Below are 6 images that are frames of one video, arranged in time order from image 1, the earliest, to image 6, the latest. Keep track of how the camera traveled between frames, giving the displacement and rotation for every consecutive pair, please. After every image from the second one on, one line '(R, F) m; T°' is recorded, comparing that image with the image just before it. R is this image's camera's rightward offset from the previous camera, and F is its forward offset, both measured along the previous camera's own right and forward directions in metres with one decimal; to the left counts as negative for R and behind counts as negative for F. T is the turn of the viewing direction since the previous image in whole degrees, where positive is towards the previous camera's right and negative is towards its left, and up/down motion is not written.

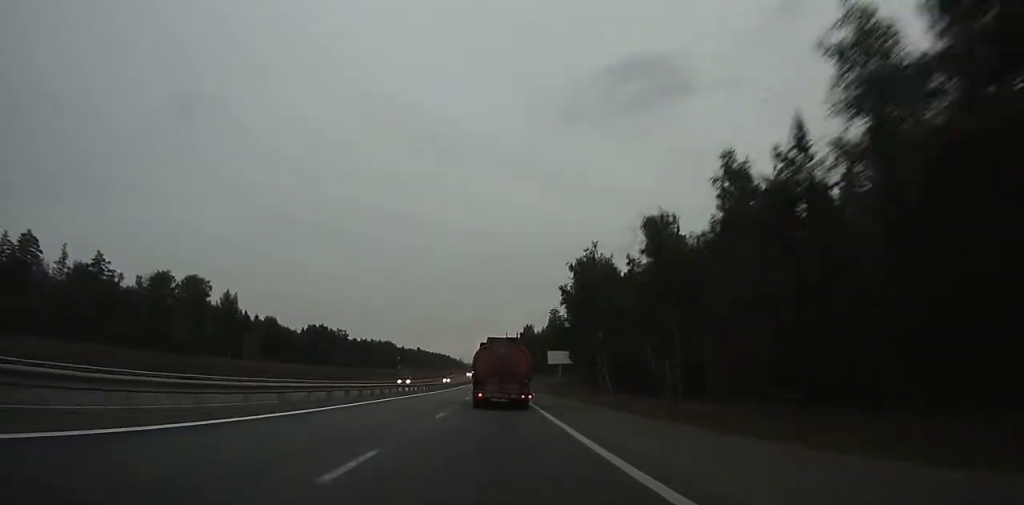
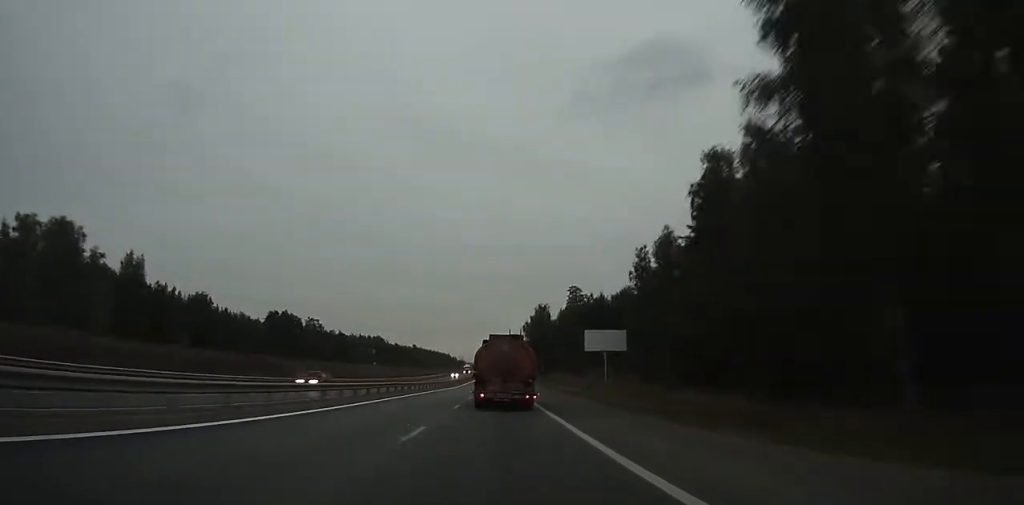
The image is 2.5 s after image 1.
(-0.1, +56.6) m; -1°
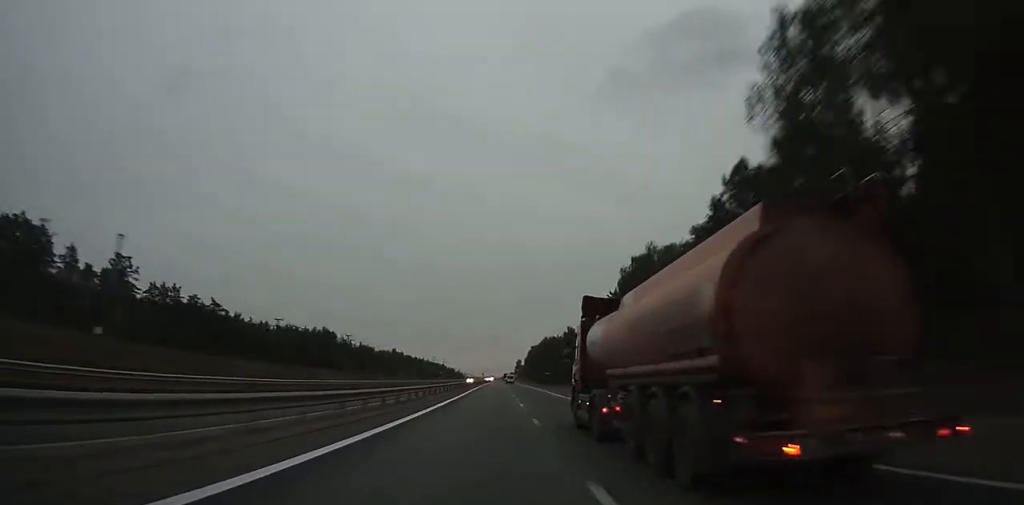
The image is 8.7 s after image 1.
(-1.5, +151.8) m; 0°
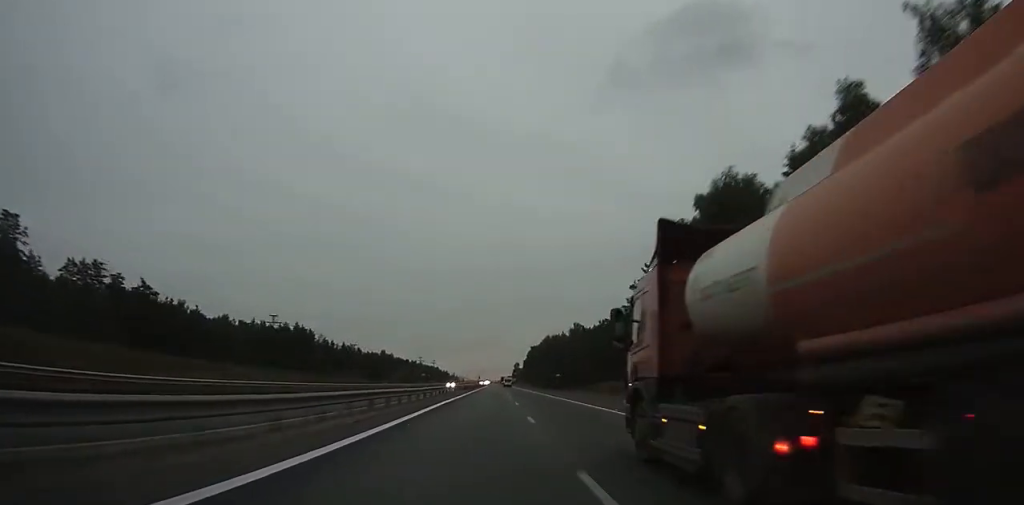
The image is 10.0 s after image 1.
(+0.4, +34.7) m; 0°
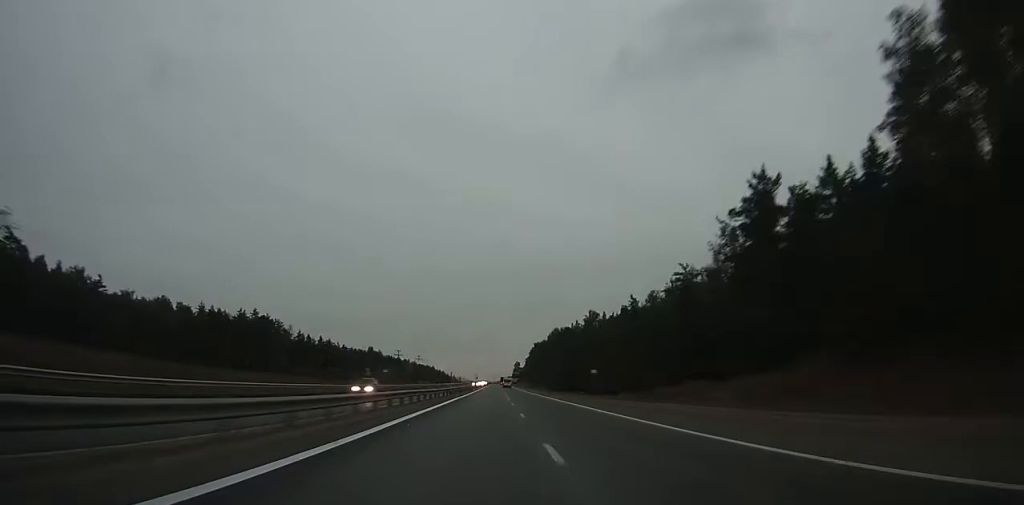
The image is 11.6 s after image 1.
(+0.4, +43.0) m; +1°
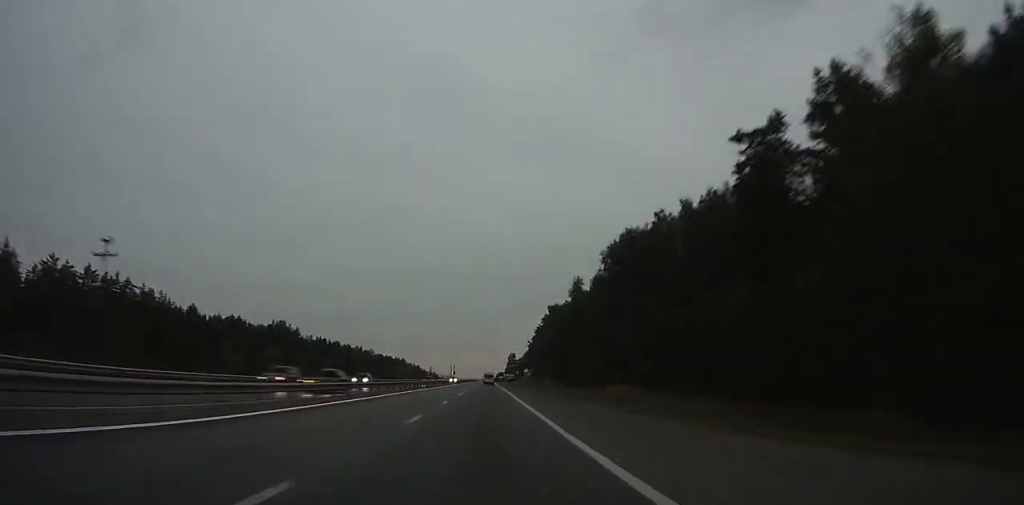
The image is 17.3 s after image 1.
(+1.1, +158.6) m; 0°
